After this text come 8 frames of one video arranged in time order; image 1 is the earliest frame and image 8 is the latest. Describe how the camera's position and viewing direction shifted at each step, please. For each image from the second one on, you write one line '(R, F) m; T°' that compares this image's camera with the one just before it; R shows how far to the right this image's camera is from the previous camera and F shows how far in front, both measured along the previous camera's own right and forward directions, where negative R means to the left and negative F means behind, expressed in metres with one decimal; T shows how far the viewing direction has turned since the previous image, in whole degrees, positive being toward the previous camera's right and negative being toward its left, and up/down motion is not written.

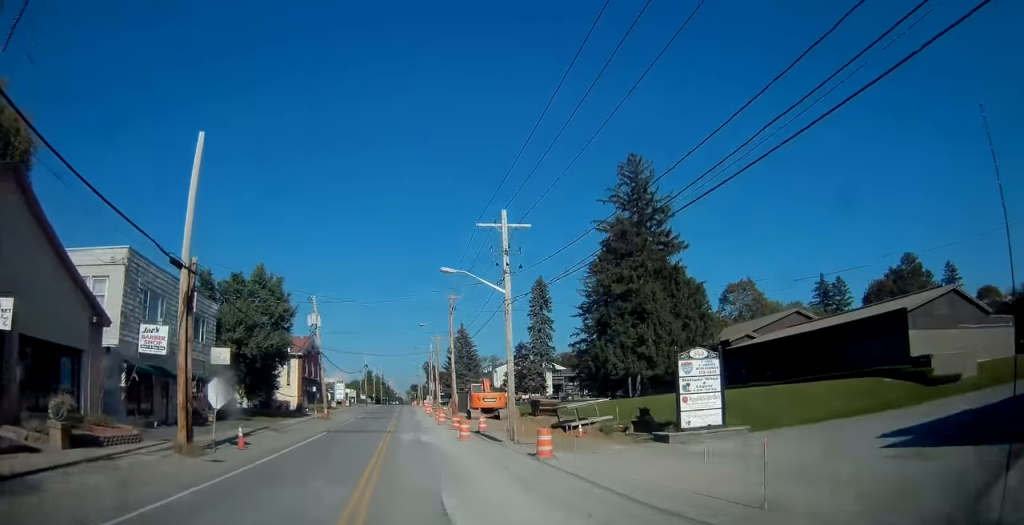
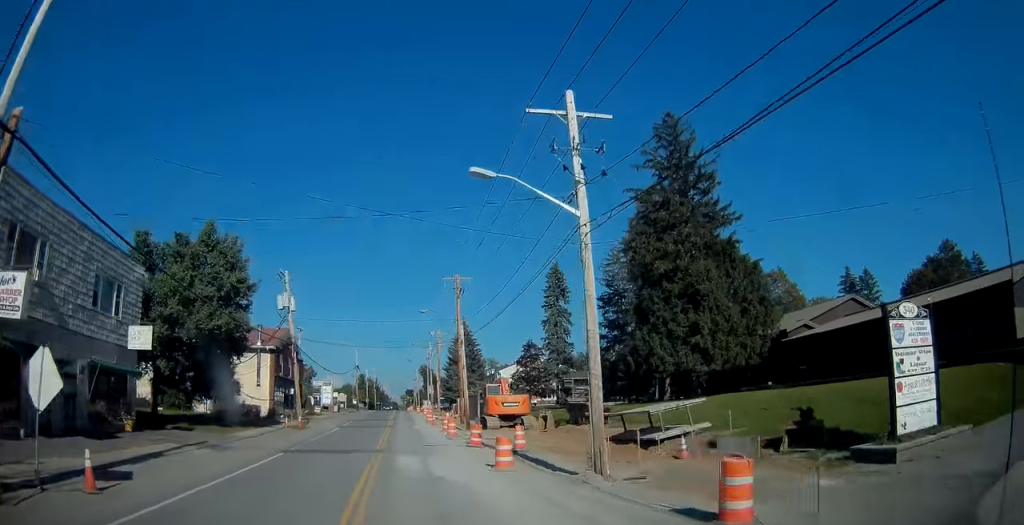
(0.0, +11.0) m; -1°
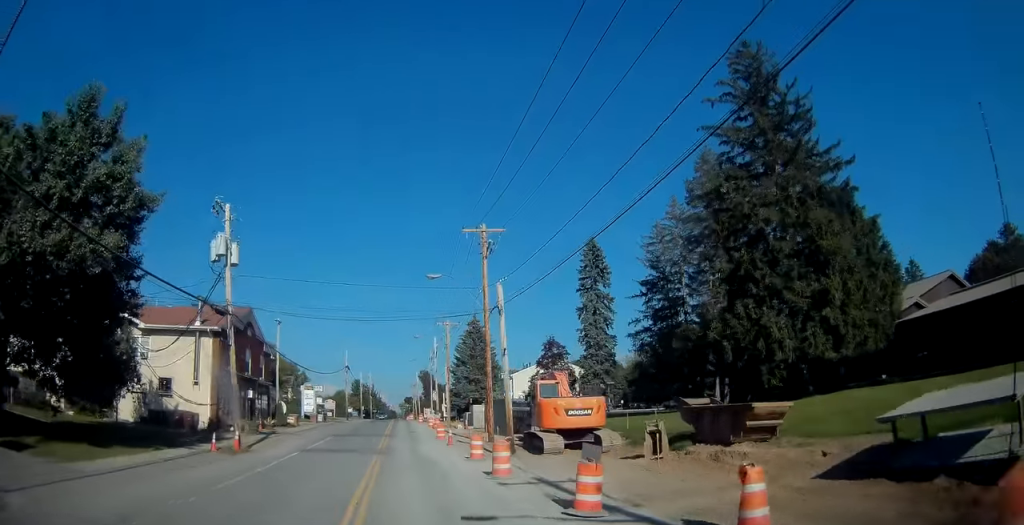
(-0.2, +14.8) m; 0°
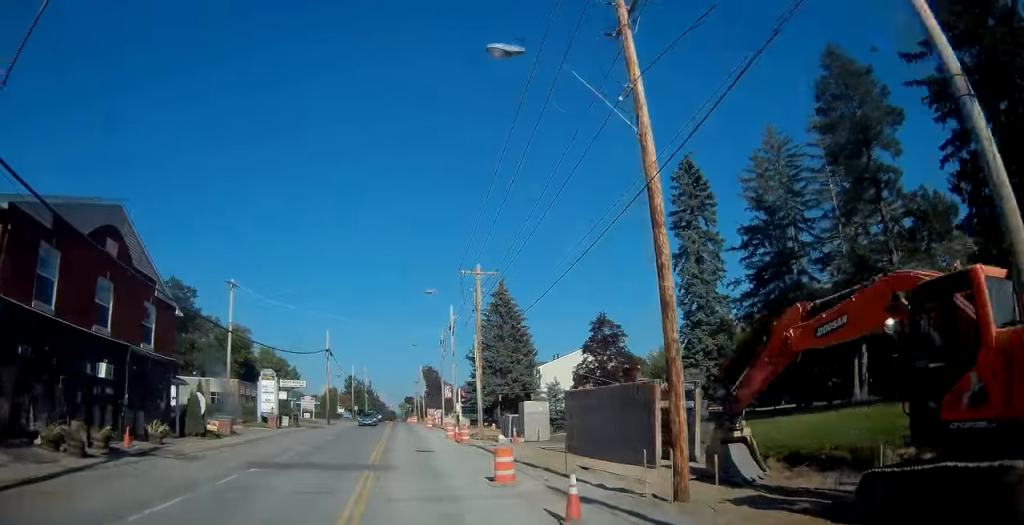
(+0.3, +22.4) m; +1°
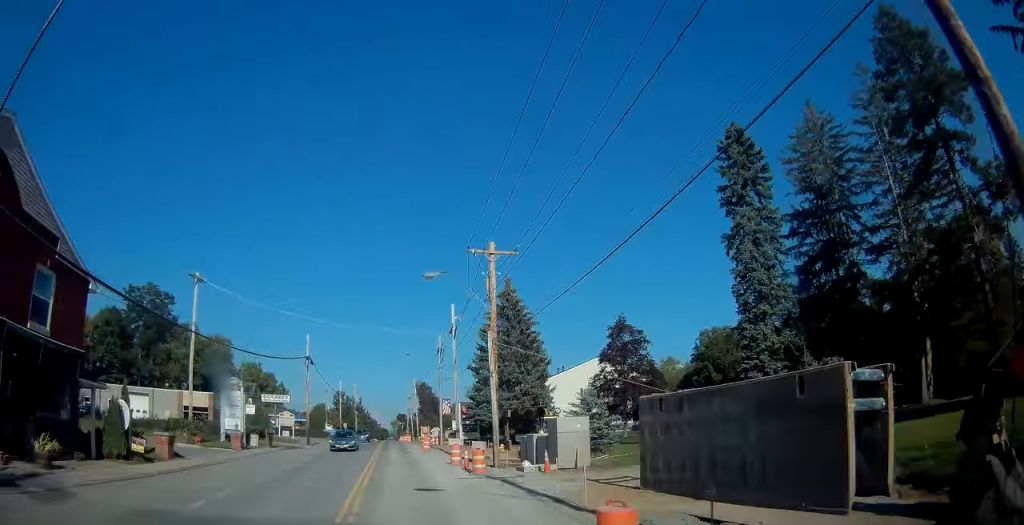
(0.0, +8.9) m; +1°
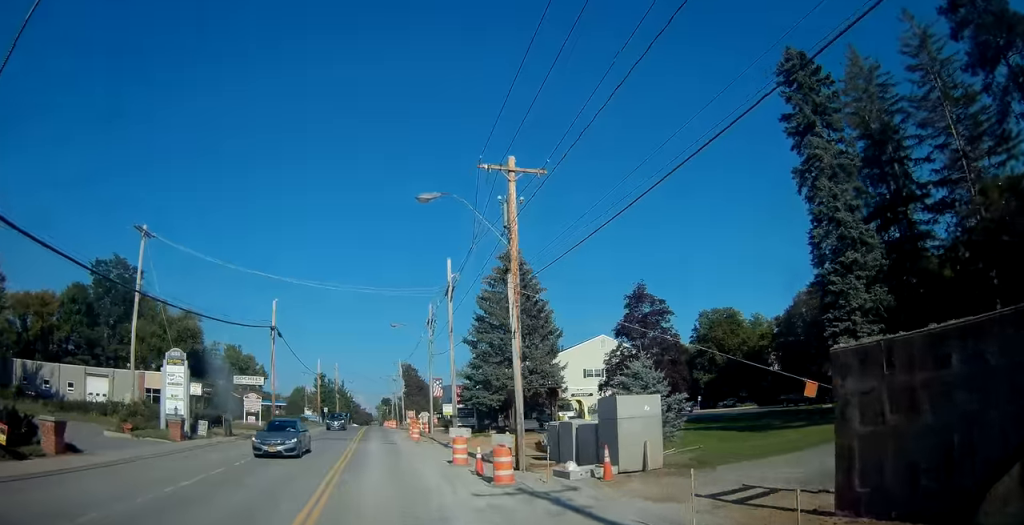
(0.0, +8.9) m; +1°
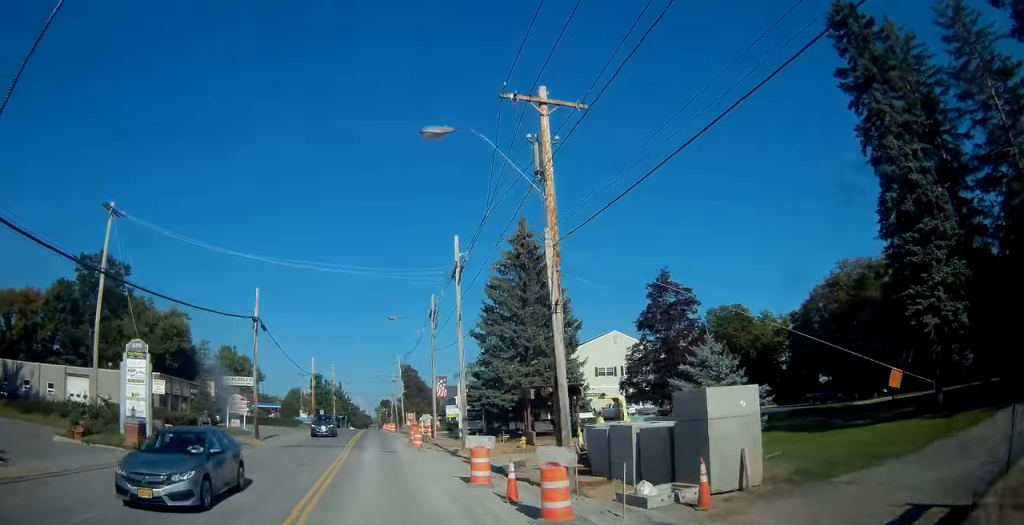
(+0.1, +5.0) m; 0°
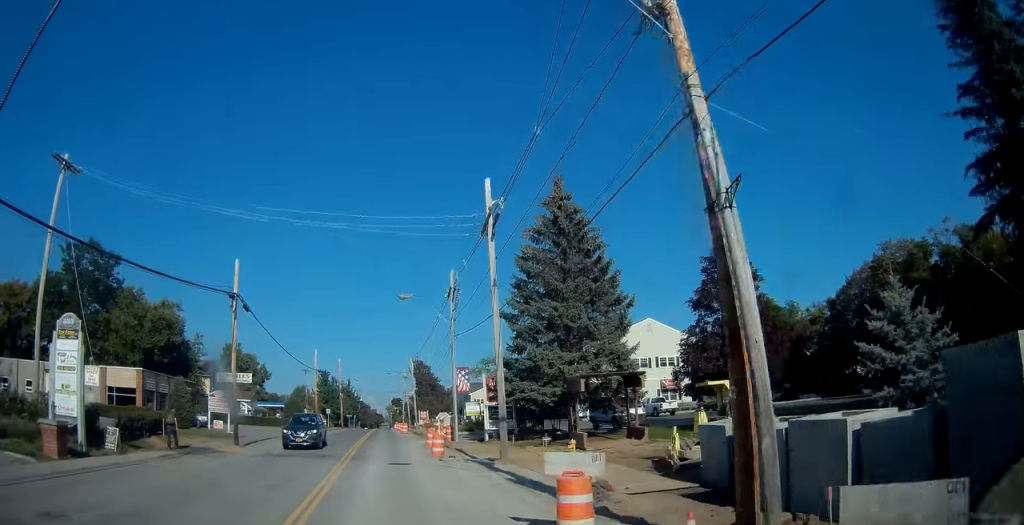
(+0.1, +7.3) m; 0°
